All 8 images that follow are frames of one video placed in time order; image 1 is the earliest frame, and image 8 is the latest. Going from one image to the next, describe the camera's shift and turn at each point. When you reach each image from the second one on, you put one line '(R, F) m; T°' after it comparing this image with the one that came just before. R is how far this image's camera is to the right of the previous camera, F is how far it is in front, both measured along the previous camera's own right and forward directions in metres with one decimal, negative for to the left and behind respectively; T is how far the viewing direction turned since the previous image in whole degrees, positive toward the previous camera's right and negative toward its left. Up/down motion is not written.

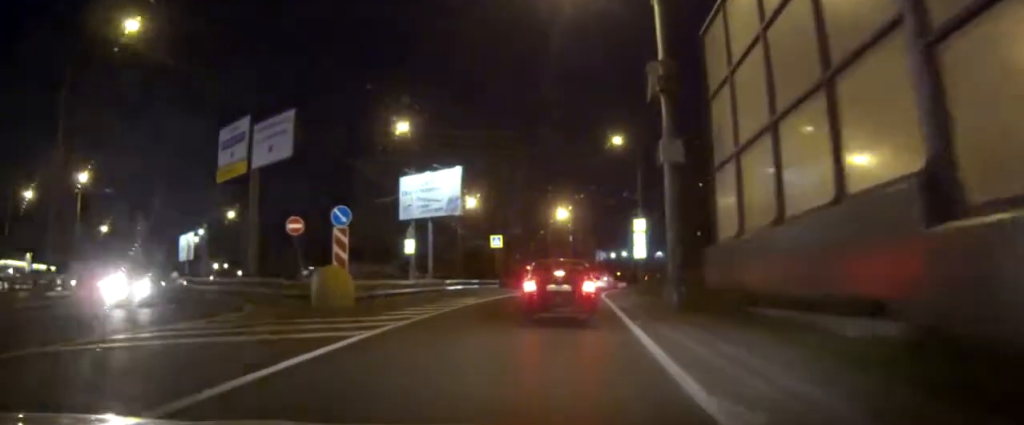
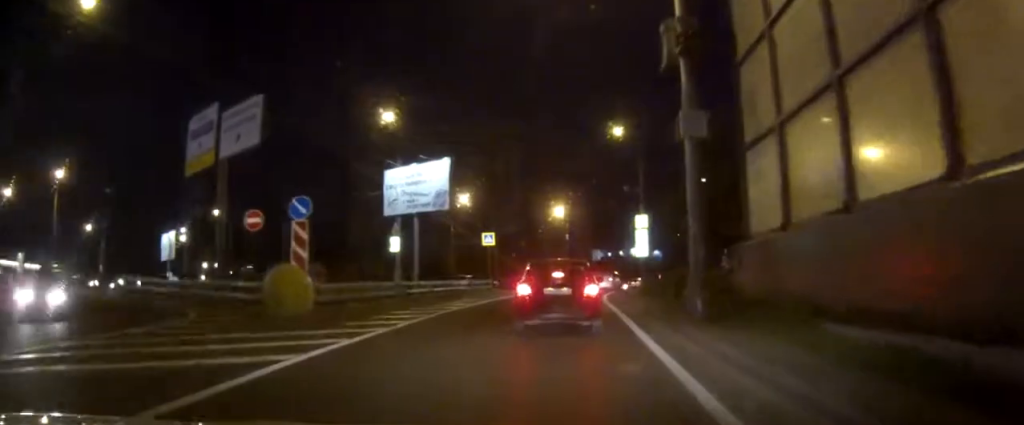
(0.0, +4.1) m; +1°
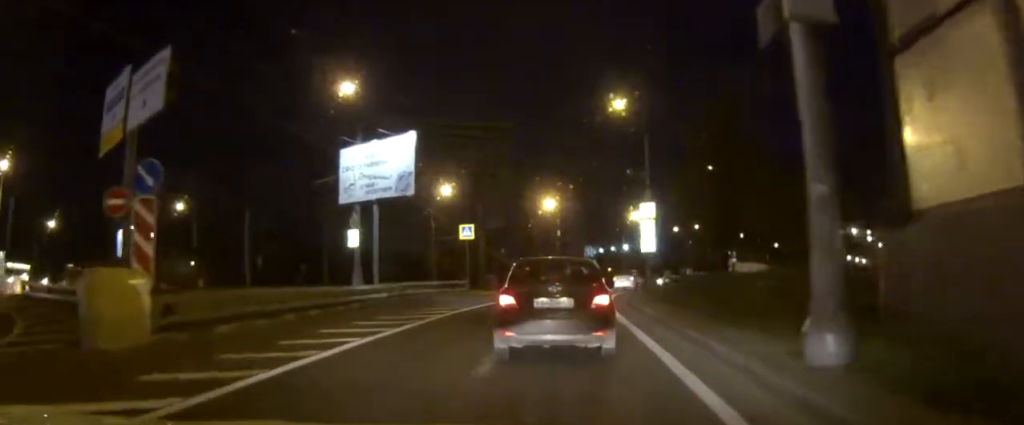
(+0.1, +9.5) m; +1°
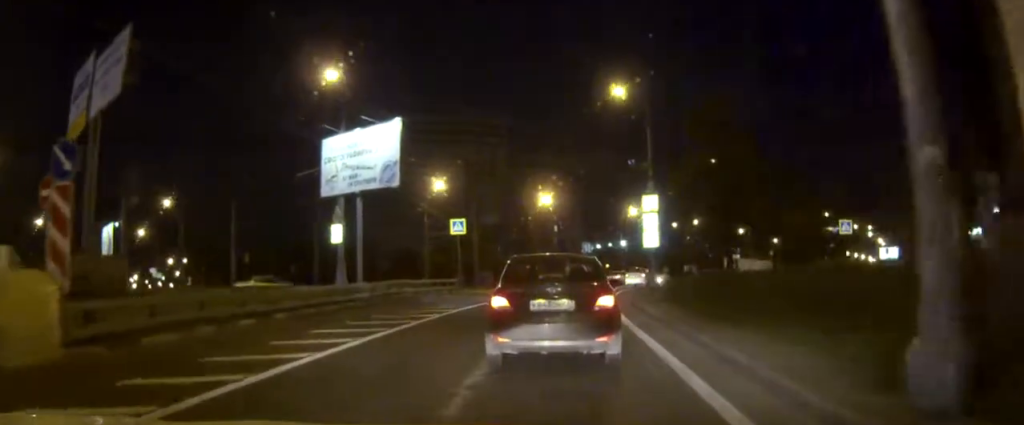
(0.0, +3.0) m; 0°
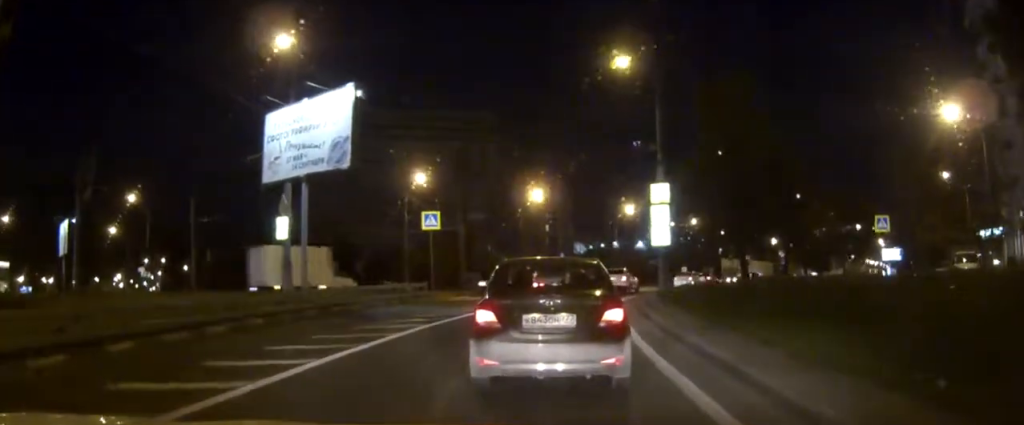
(-0.1, +8.4) m; 0°
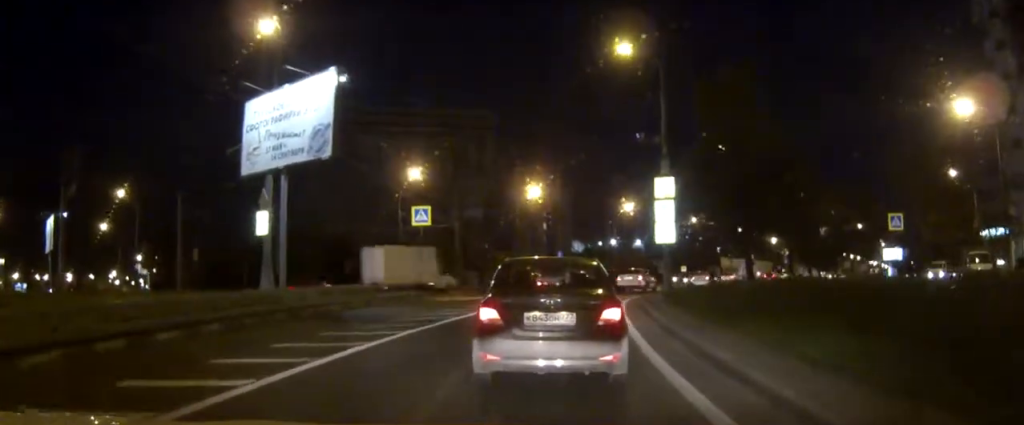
(+0.1, +2.2) m; 0°
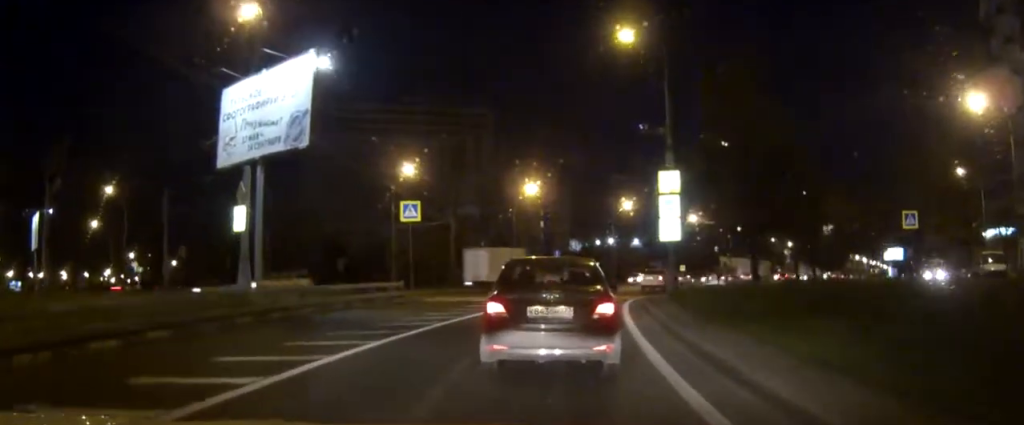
(0.0, +2.2) m; 0°
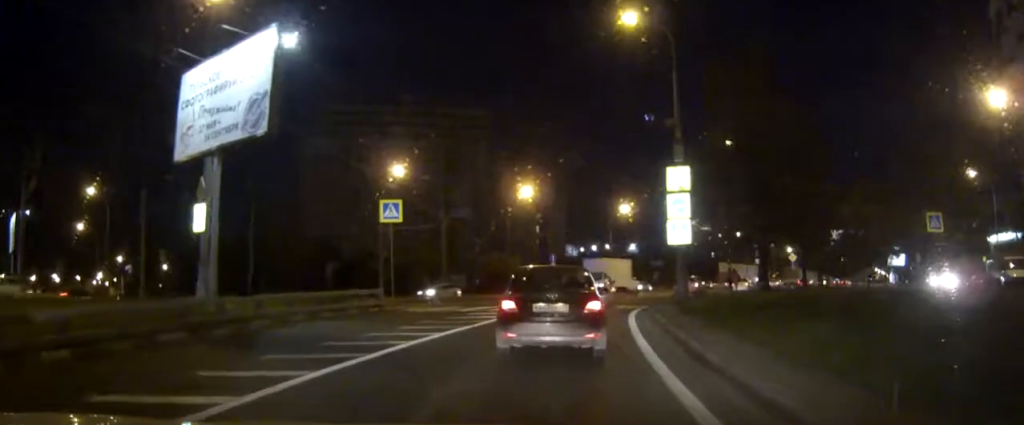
(-0.1, +3.3) m; -2°
